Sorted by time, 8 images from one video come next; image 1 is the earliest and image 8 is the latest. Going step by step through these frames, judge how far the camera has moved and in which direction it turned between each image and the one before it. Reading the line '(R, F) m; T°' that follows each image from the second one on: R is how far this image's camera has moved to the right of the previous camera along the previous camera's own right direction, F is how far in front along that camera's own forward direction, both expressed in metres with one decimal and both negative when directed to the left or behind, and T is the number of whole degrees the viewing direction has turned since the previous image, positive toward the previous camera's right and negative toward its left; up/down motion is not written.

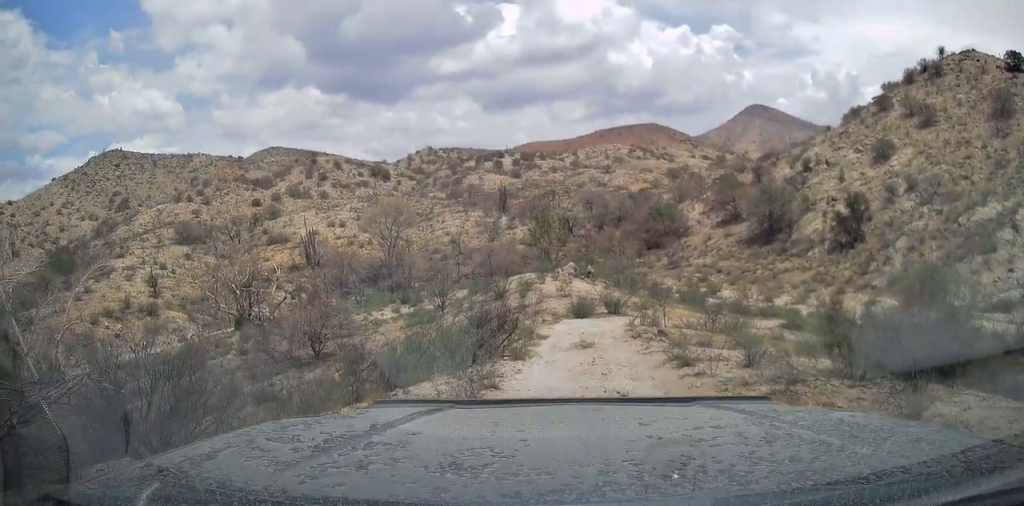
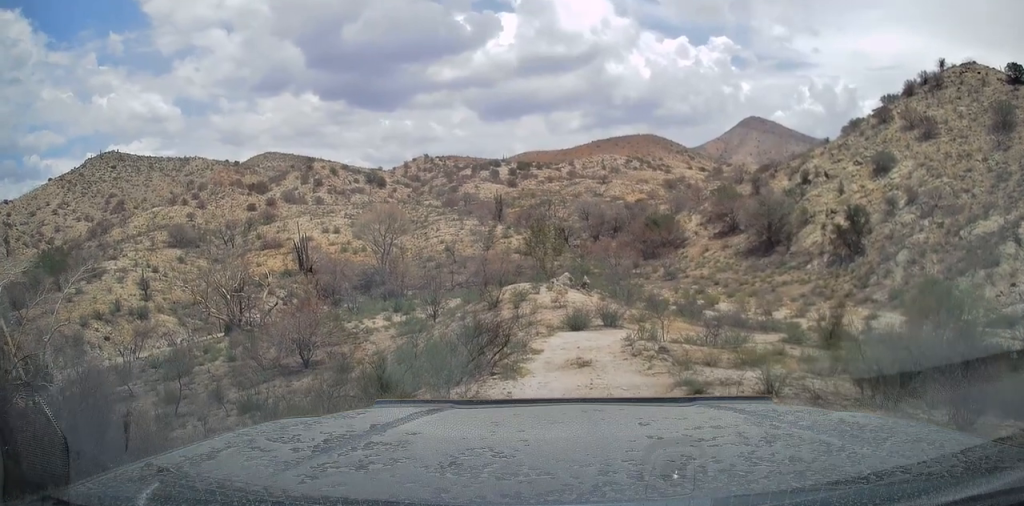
(0.0, +1.1) m; 0°
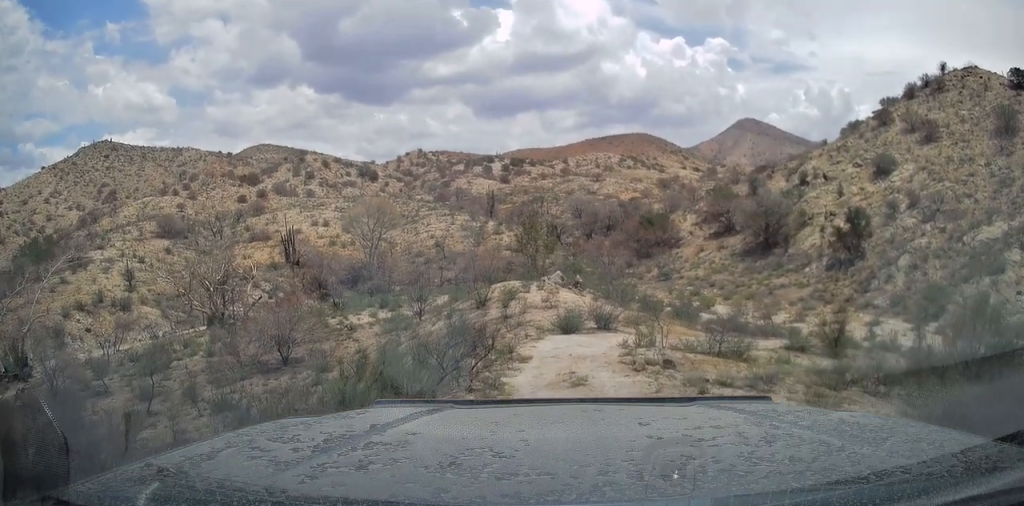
(0.0, +2.3) m; 0°
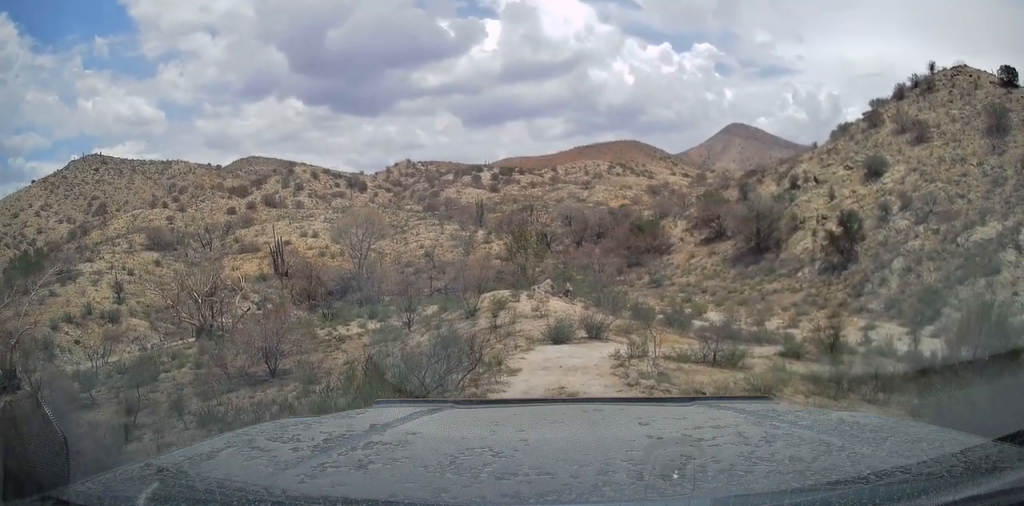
(0.0, +0.7) m; 0°
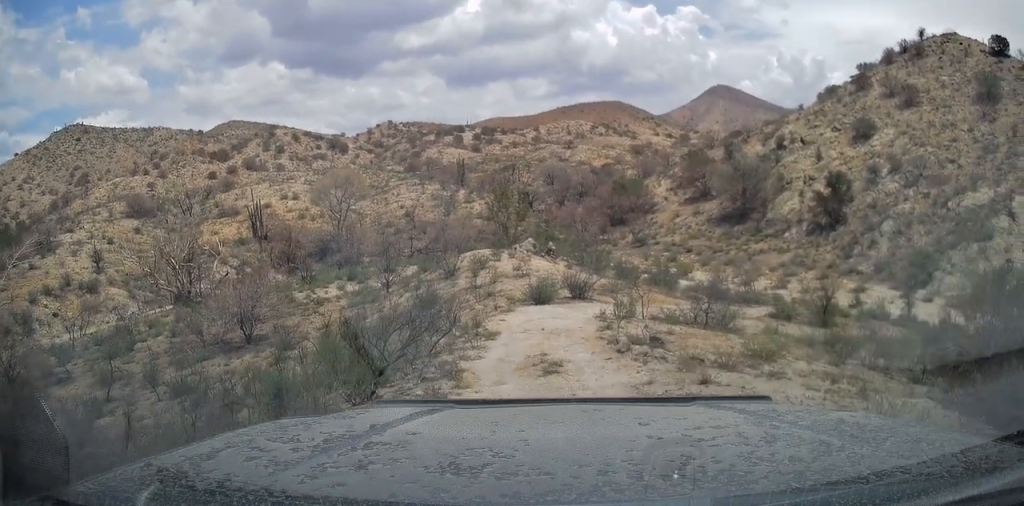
(0.0, +1.2) m; 0°
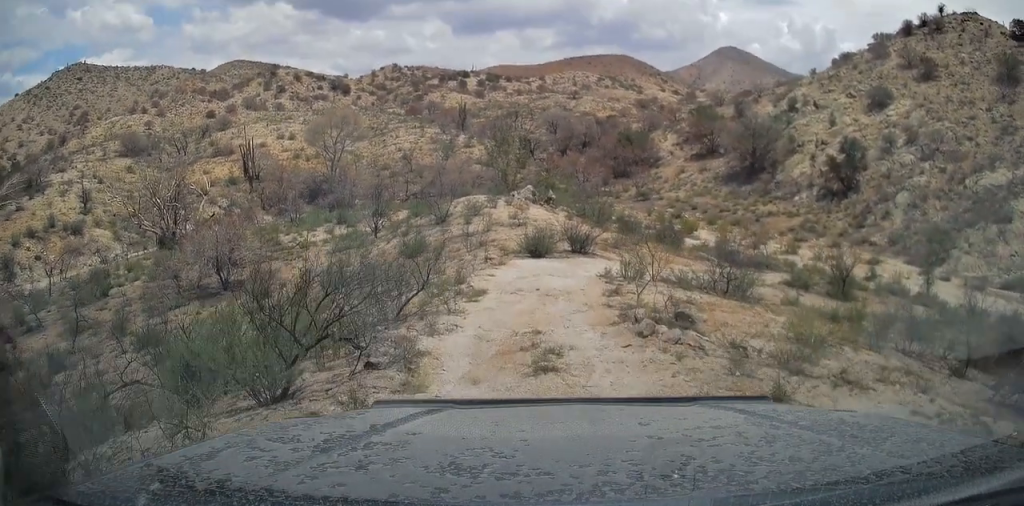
(0.0, +2.7) m; 0°
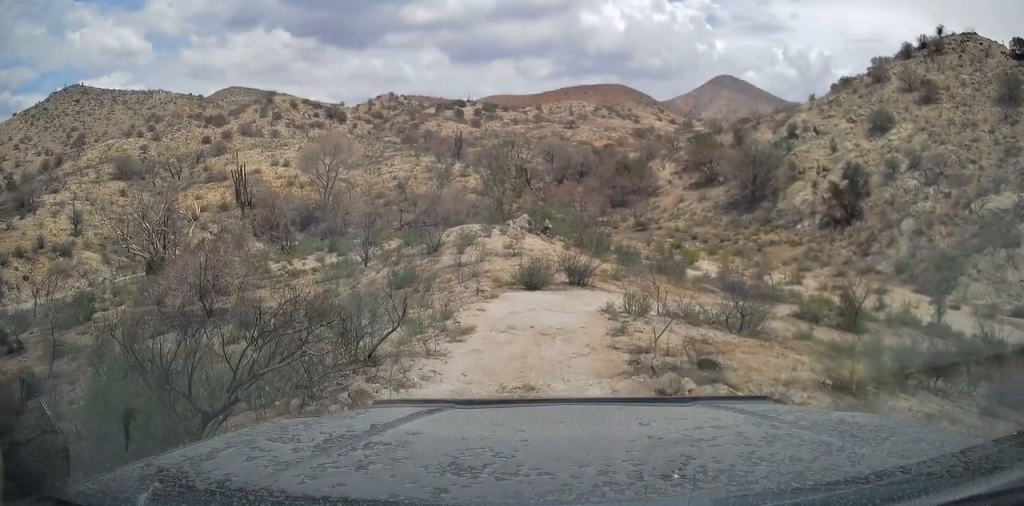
(0.0, +1.8) m; 0°
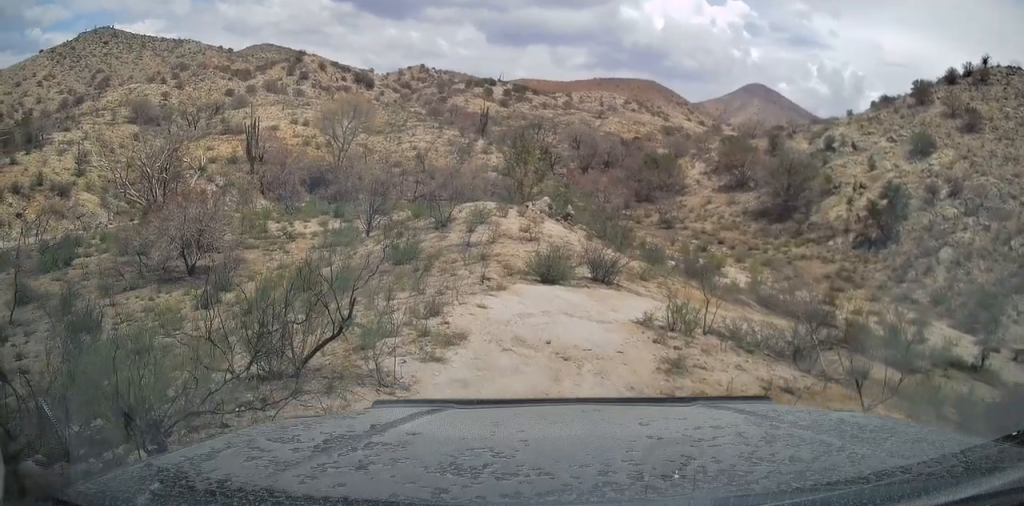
(0.0, +4.4) m; -3°
